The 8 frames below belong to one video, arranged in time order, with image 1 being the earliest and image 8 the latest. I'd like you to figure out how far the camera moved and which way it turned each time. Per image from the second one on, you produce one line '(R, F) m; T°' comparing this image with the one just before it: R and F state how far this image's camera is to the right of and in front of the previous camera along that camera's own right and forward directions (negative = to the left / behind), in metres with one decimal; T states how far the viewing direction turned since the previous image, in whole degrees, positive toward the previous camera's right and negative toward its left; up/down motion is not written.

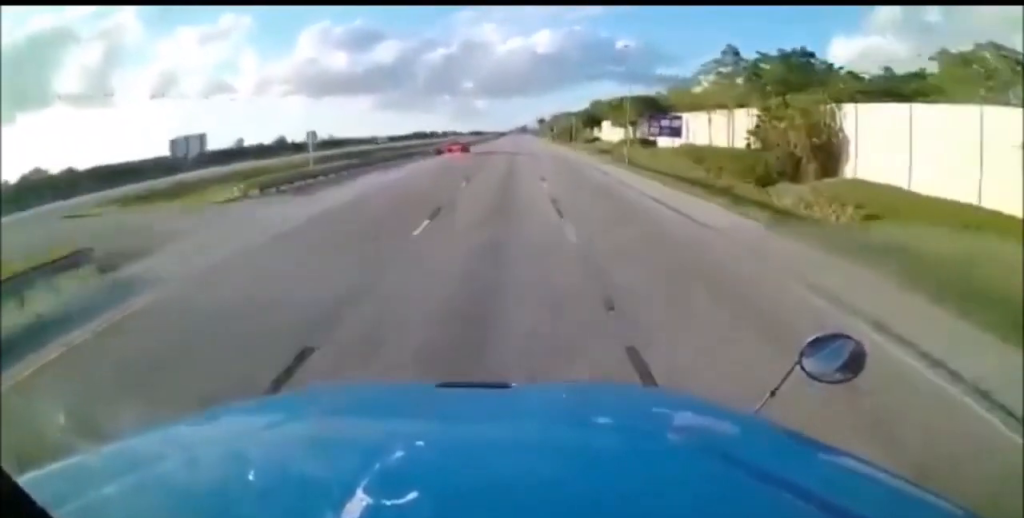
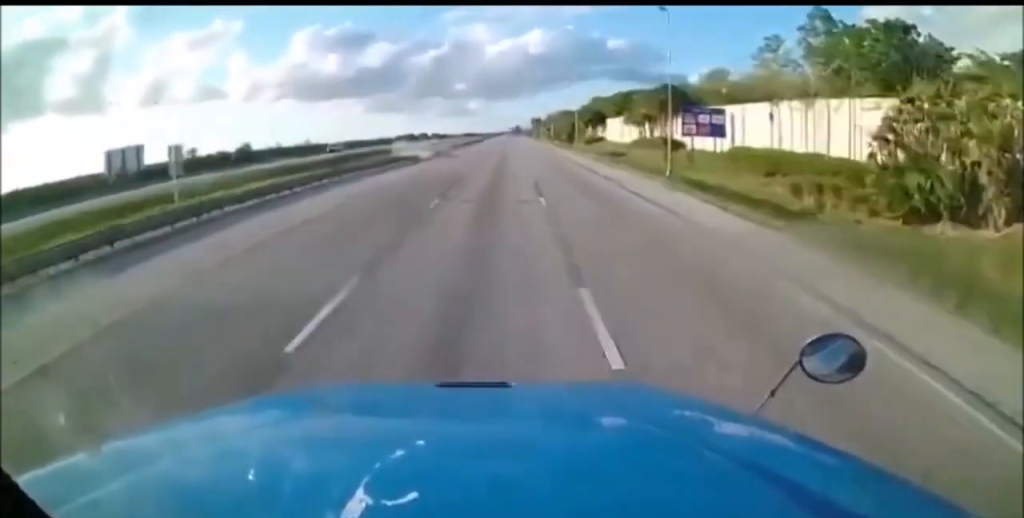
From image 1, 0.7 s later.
(0.0, +18.2) m; 0°
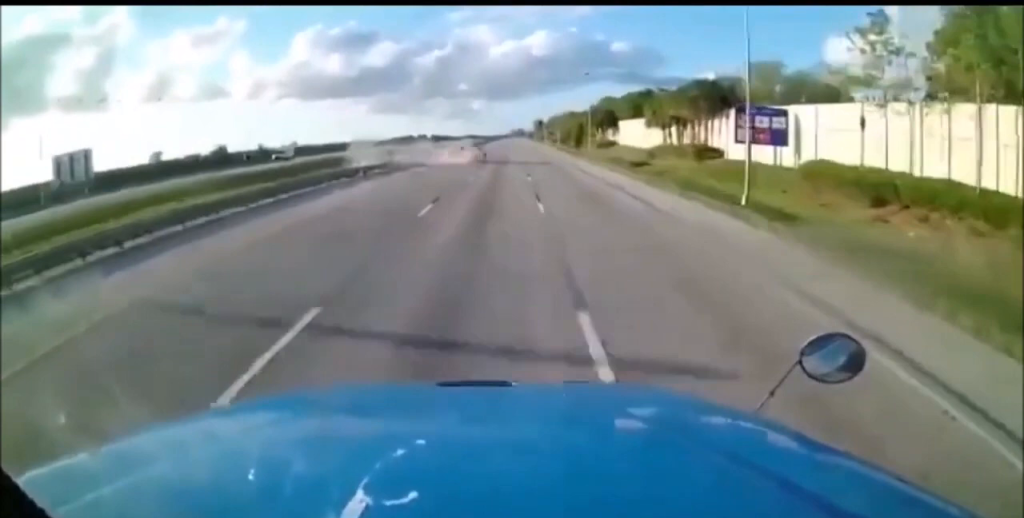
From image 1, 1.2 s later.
(0.0, +13.5) m; 0°
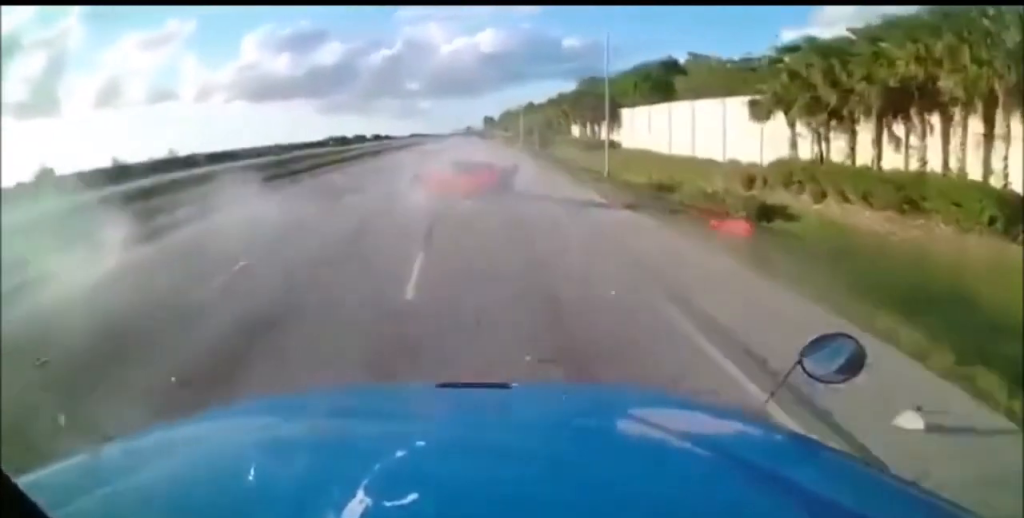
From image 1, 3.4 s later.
(0.0, +48.8) m; 0°
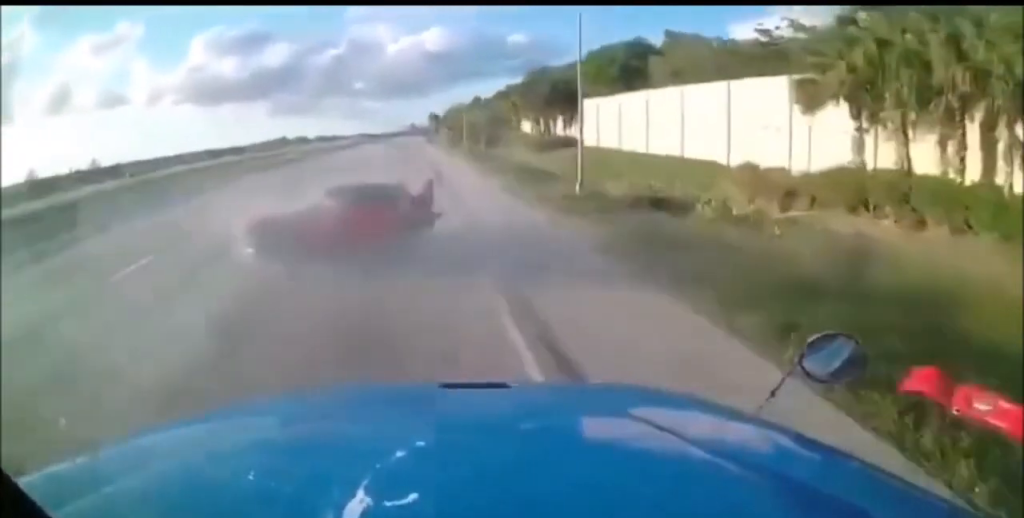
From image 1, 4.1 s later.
(0.0, +13.5) m; 0°
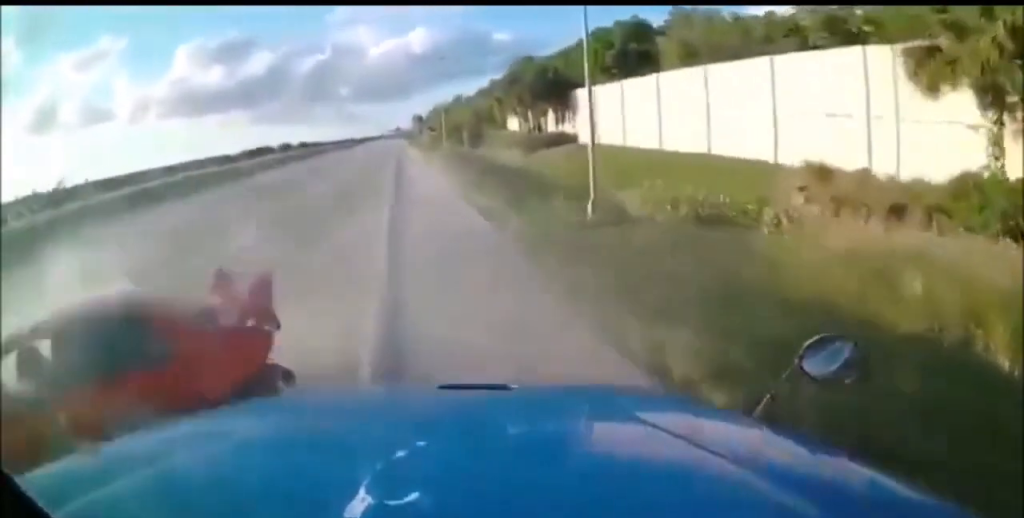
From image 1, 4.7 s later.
(0.0, +10.0) m; 0°
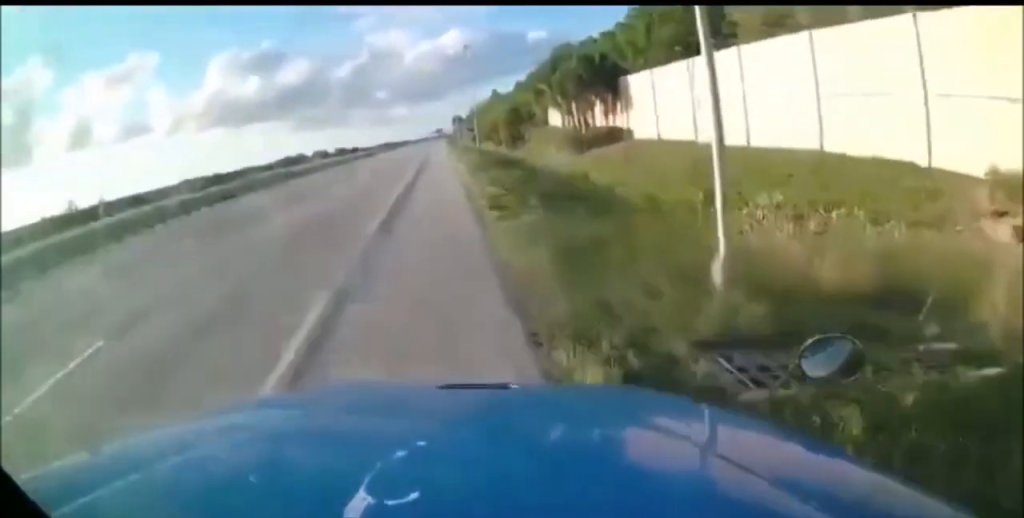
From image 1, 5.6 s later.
(-0.1, +11.0) m; -1°
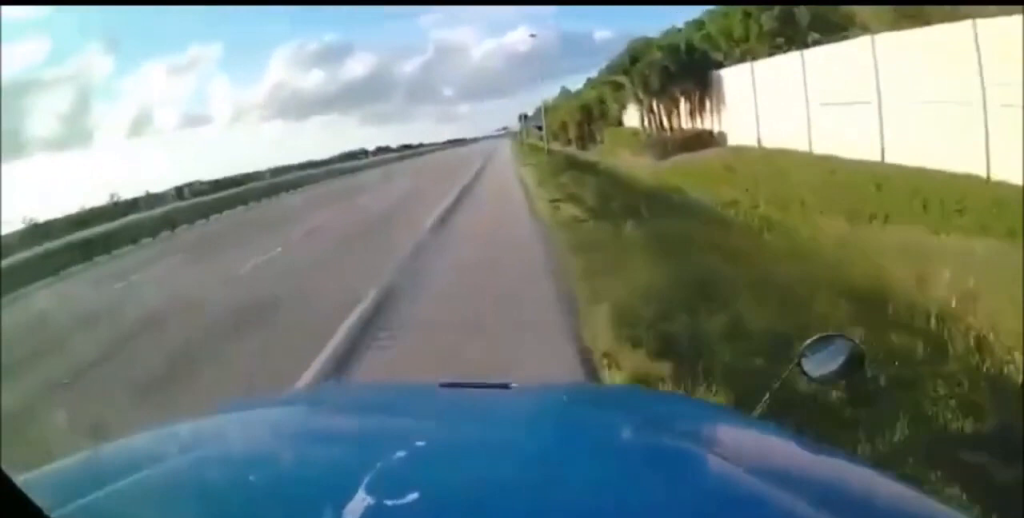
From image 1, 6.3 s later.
(-0.1, +8.0) m; -1°
